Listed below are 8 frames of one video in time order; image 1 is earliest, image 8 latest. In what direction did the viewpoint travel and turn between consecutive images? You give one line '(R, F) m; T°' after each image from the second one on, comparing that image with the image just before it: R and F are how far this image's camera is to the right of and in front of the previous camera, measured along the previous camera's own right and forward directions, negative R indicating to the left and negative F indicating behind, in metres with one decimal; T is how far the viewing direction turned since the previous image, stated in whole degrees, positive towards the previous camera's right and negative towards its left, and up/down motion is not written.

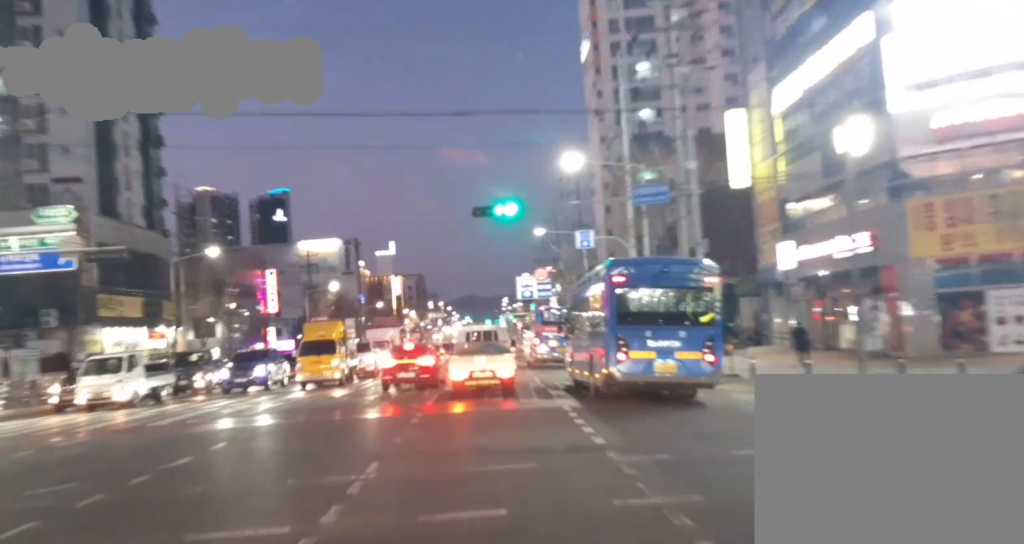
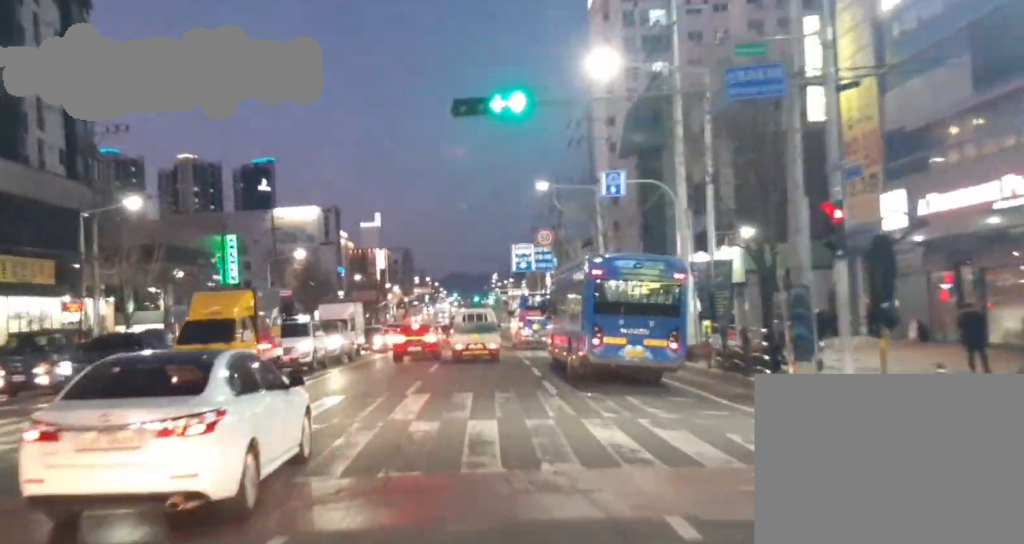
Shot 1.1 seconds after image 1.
(0.0, +11.5) m; 0°
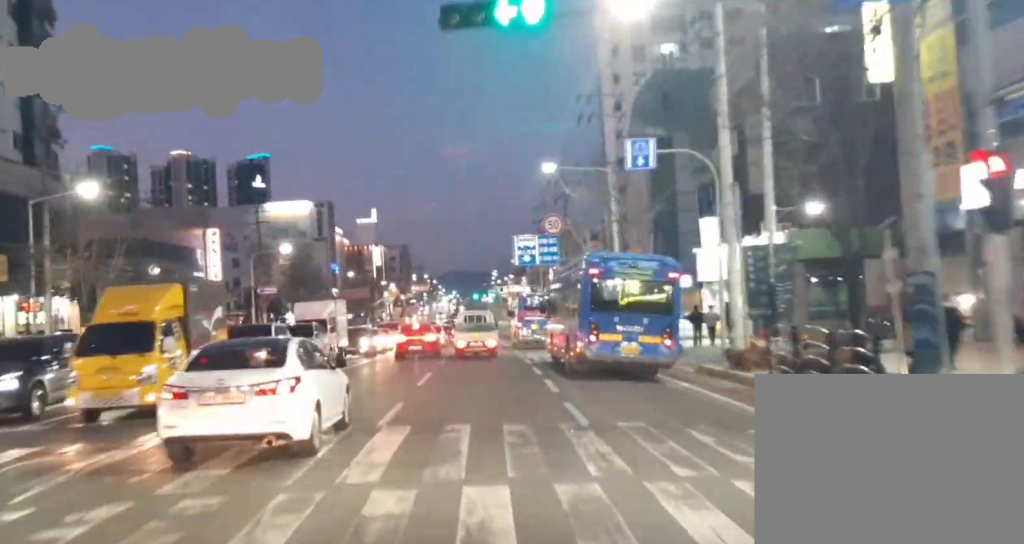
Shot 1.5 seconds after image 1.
(0.0, +4.8) m; 0°
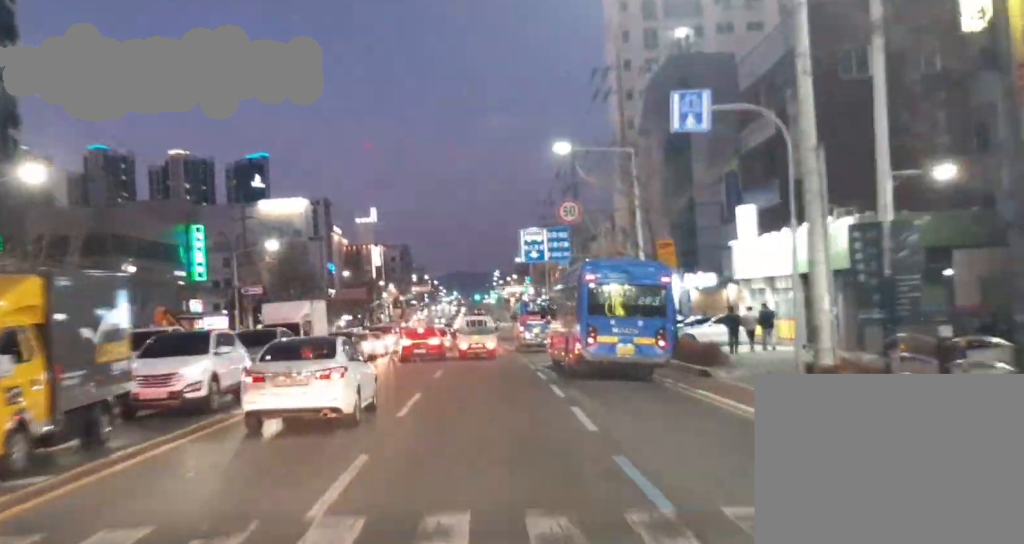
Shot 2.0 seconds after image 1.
(0.0, +5.5) m; 0°
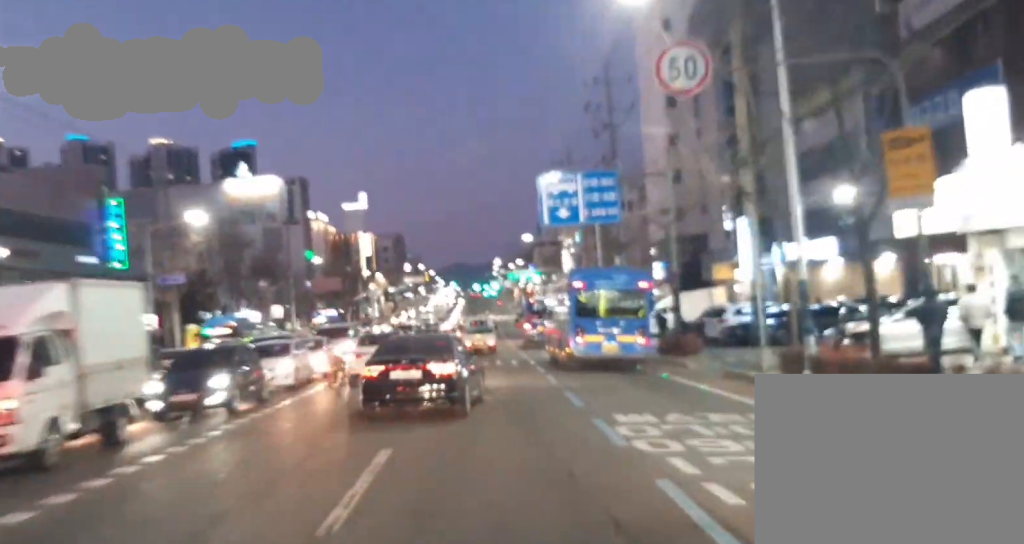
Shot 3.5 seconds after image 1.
(0.0, +18.6) m; 0°
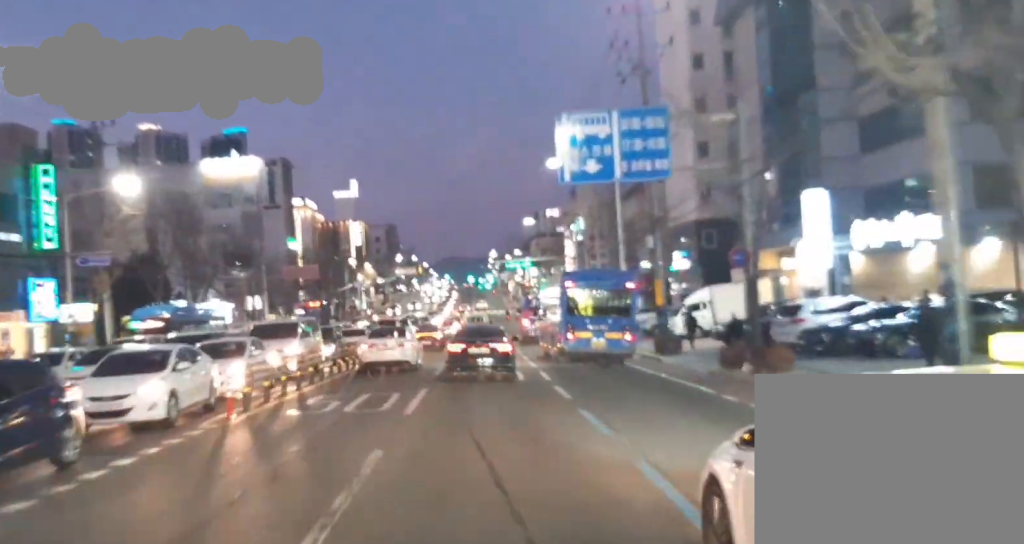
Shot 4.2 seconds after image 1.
(0.0, +9.8) m; 0°
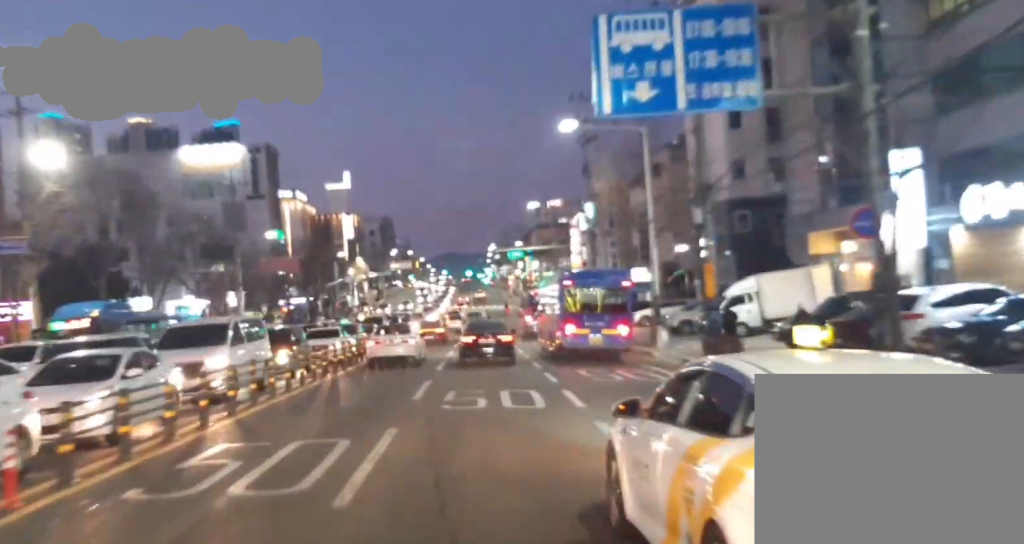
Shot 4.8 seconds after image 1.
(0.0, +7.7) m; 0°
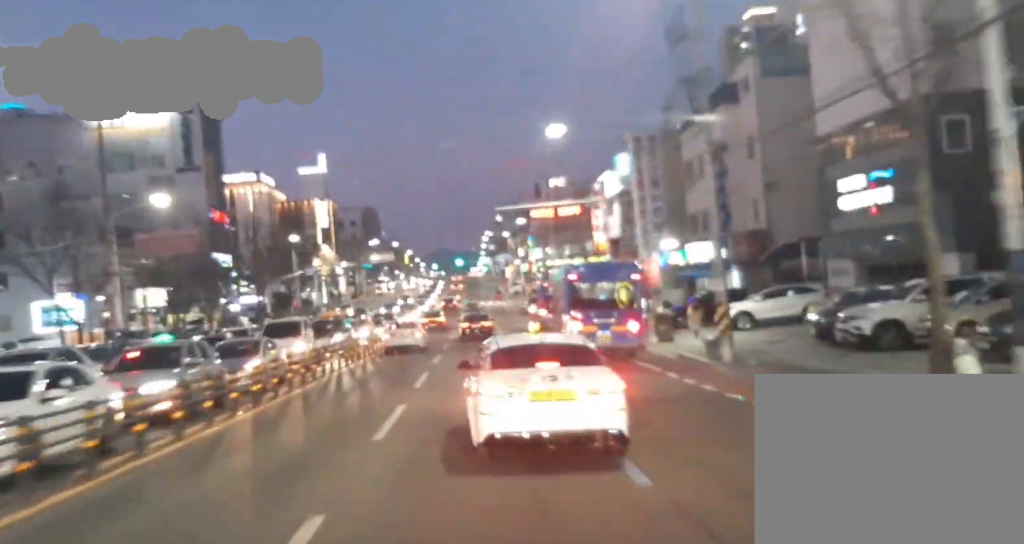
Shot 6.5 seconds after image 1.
(+0.2, +24.1) m; +1°
